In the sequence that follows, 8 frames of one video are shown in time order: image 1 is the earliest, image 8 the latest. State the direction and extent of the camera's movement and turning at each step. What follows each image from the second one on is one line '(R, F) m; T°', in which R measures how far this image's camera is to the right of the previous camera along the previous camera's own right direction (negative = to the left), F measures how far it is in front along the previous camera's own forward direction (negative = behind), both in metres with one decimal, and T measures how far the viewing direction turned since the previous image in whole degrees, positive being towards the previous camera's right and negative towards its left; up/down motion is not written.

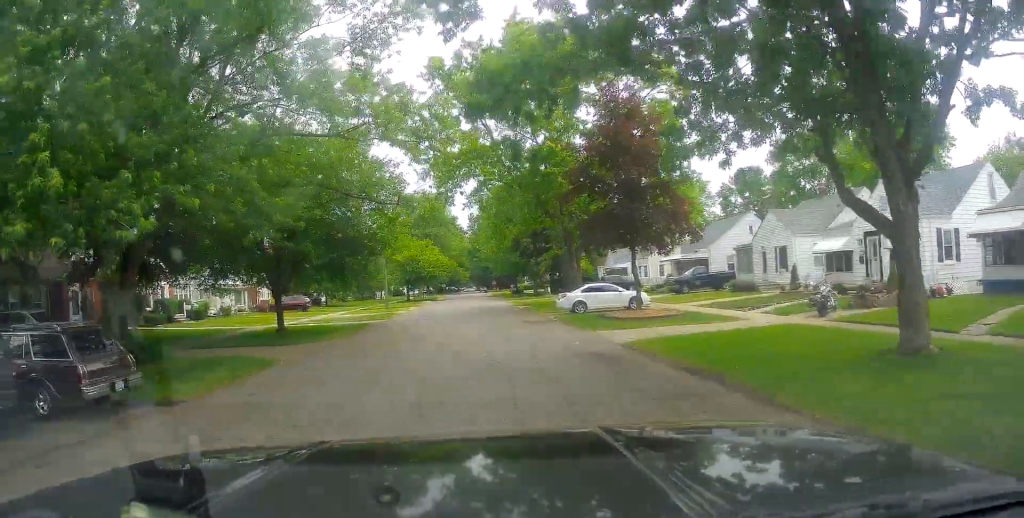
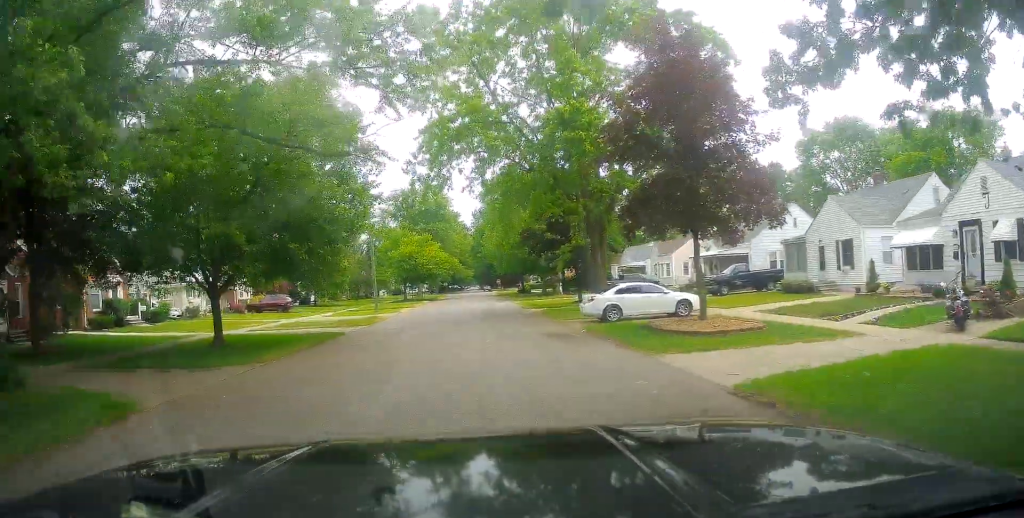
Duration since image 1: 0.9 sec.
(0.0, +6.7) m; 0°
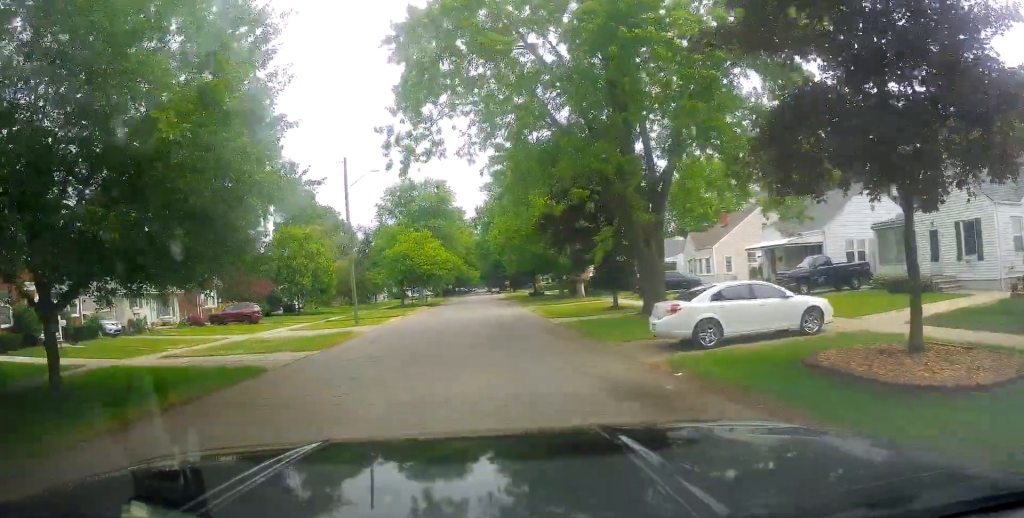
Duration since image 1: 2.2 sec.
(0.0, +9.2) m; 0°
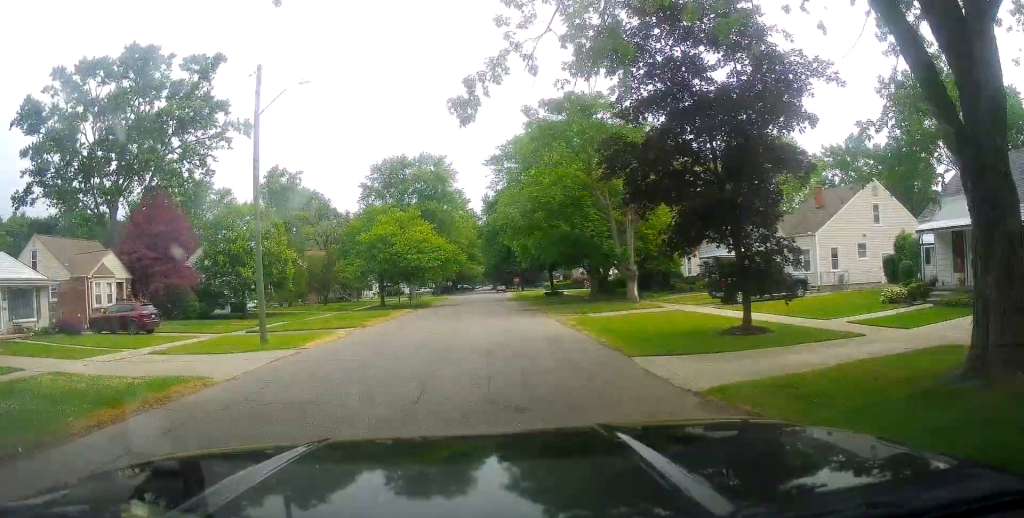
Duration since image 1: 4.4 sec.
(0.0, +16.4) m; 0°
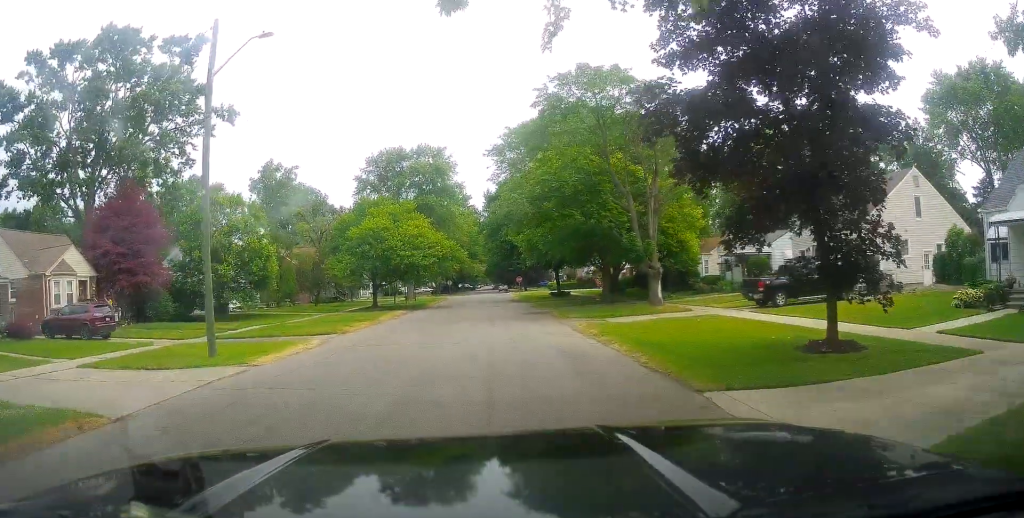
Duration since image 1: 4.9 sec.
(0.0, +4.3) m; 0°
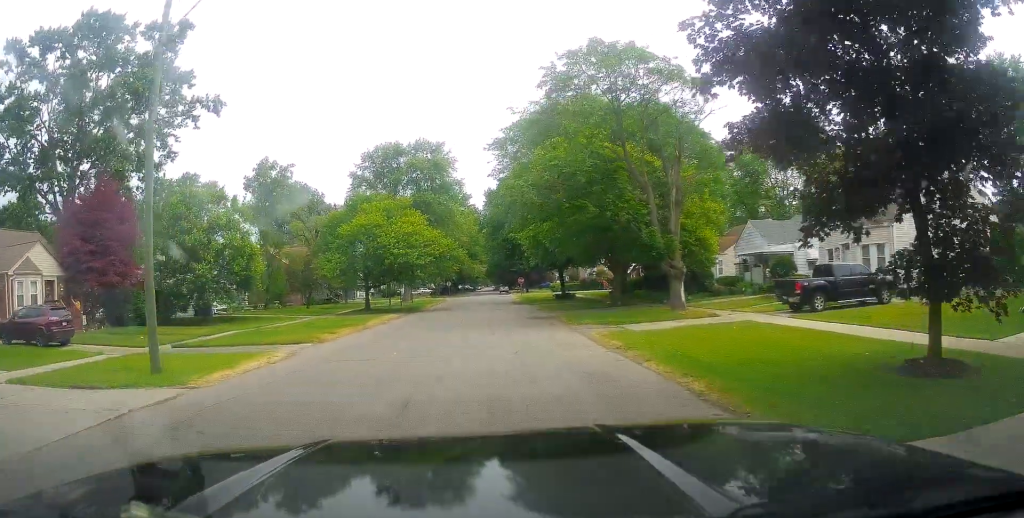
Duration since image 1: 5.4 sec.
(0.0, +3.2) m; 0°
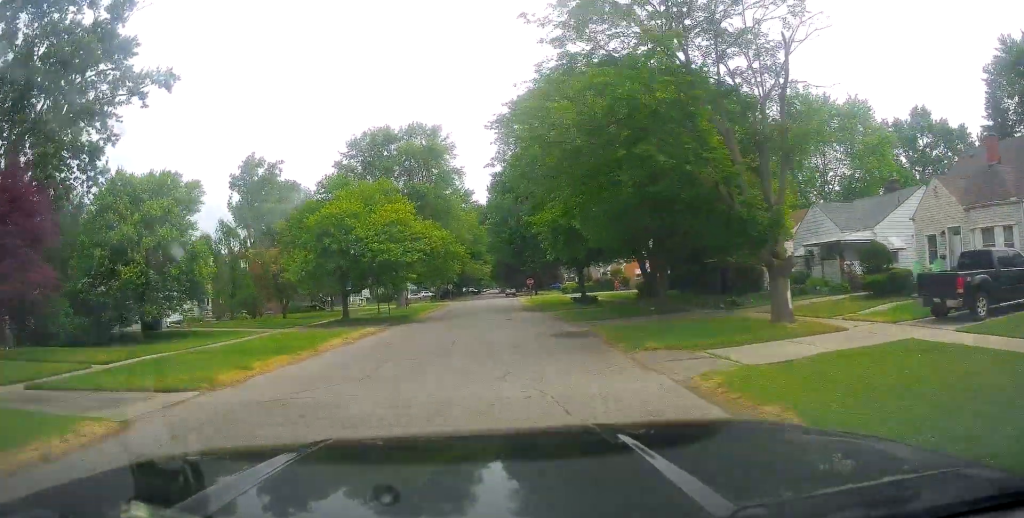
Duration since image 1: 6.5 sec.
(0.0, +8.6) m; -5°
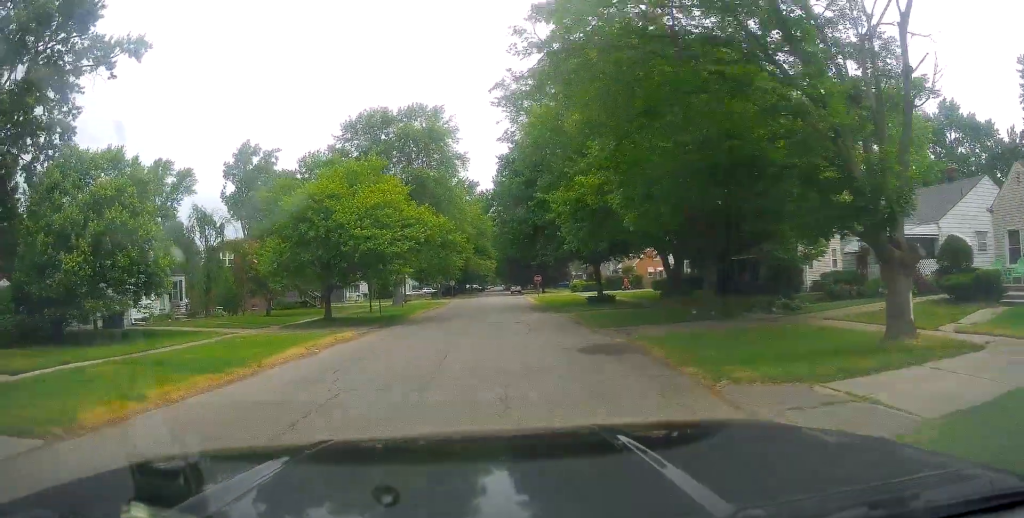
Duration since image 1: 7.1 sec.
(-0.3, +4.9) m; -1°
